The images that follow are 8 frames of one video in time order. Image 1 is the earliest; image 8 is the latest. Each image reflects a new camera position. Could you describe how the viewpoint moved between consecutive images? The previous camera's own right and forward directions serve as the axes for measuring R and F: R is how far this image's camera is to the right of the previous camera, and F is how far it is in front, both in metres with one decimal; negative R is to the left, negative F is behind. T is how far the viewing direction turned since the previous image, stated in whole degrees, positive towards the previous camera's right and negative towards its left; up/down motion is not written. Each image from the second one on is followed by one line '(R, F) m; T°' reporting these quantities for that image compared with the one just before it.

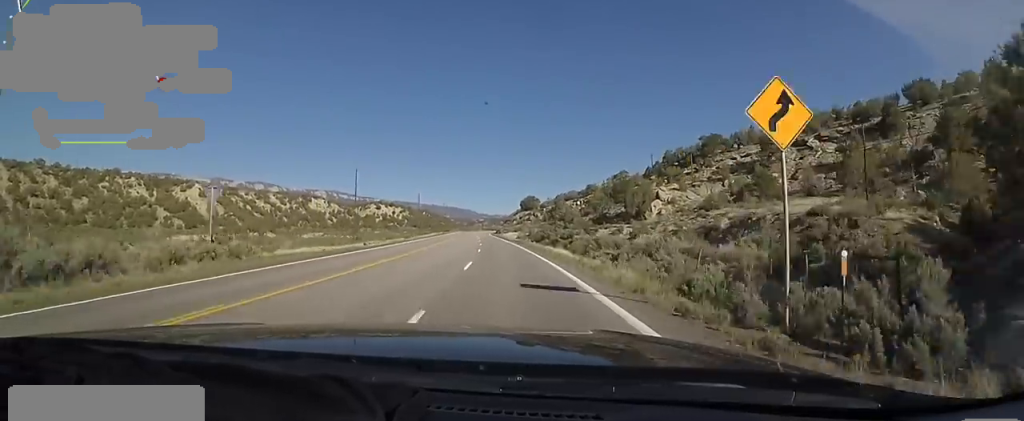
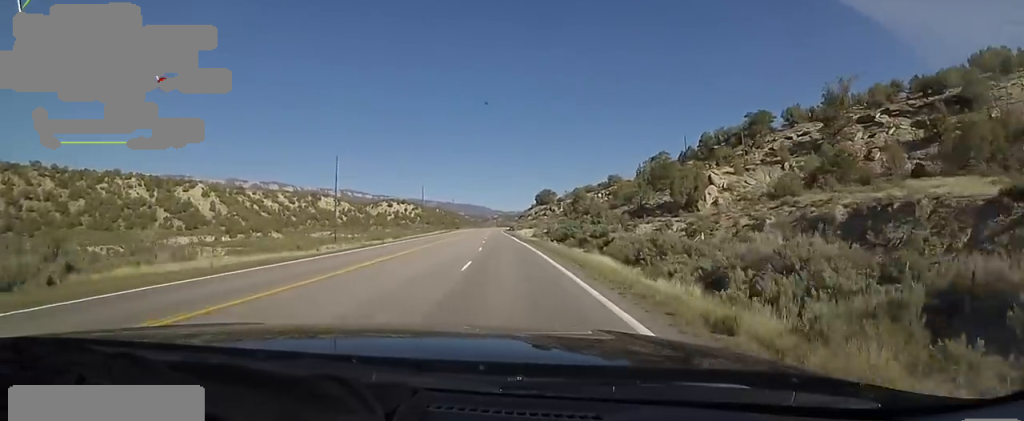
(+0.4, +13.7) m; -1°
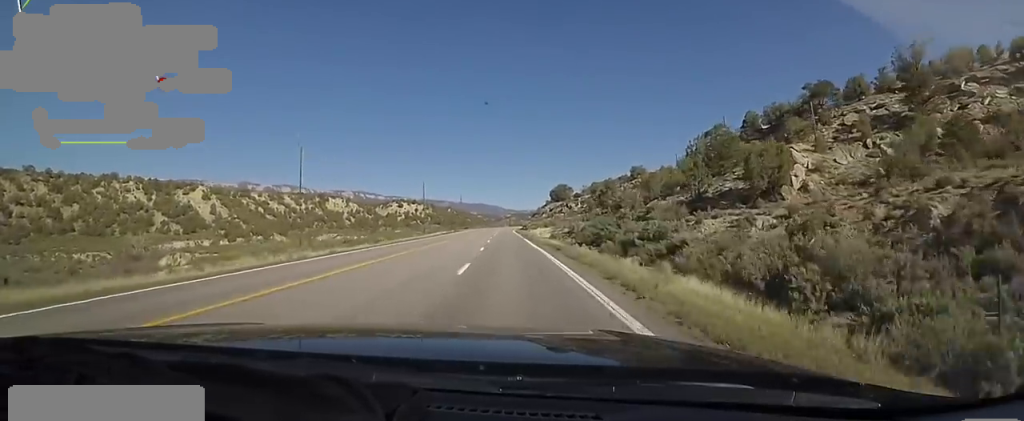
(+0.3, +13.8) m; -1°
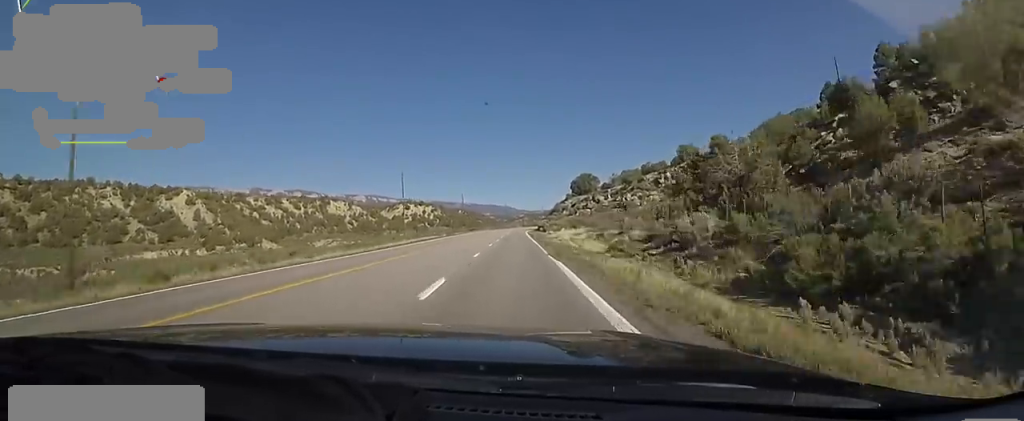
(-1.2, +29.5) m; -2°
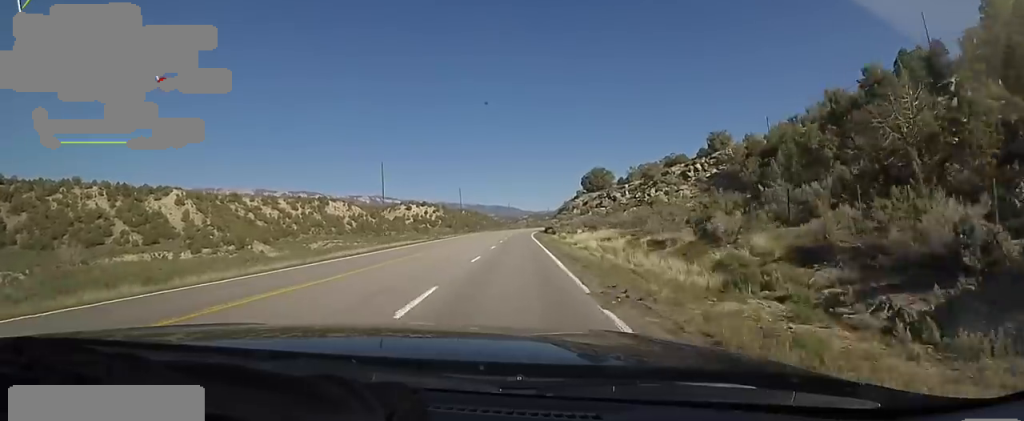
(+0.6, +13.9) m; -2°
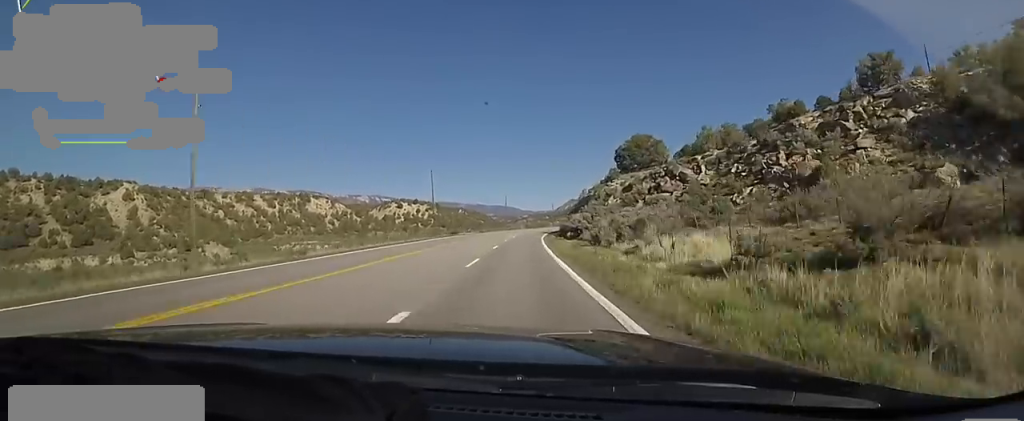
(-2.2, +39.7) m; -1°
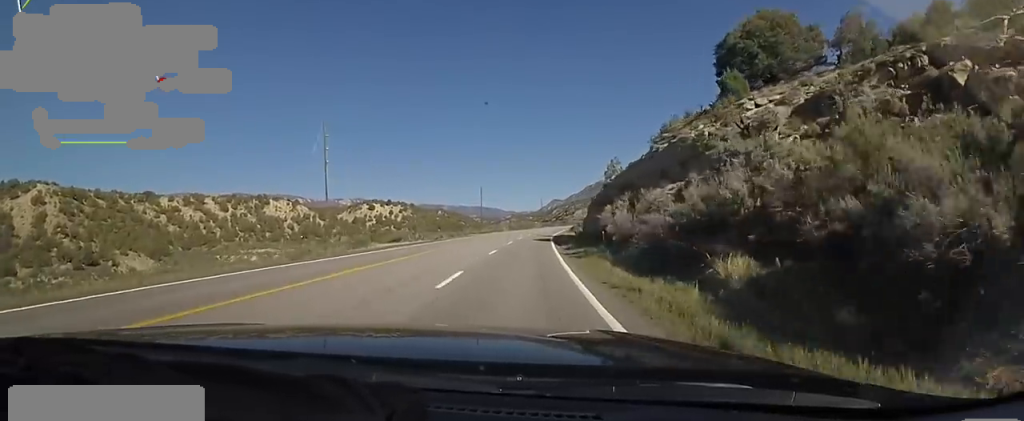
(+2.2, +42.1) m; +4°
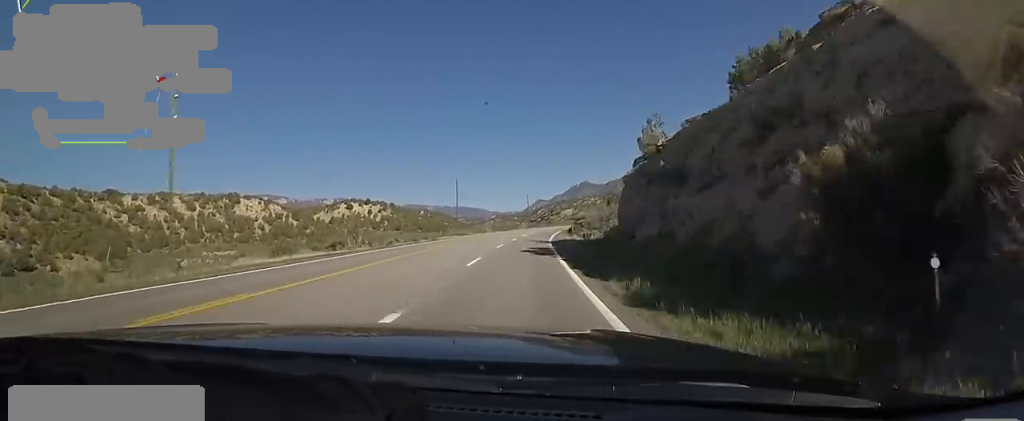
(-0.5, +19.5) m; +1°
